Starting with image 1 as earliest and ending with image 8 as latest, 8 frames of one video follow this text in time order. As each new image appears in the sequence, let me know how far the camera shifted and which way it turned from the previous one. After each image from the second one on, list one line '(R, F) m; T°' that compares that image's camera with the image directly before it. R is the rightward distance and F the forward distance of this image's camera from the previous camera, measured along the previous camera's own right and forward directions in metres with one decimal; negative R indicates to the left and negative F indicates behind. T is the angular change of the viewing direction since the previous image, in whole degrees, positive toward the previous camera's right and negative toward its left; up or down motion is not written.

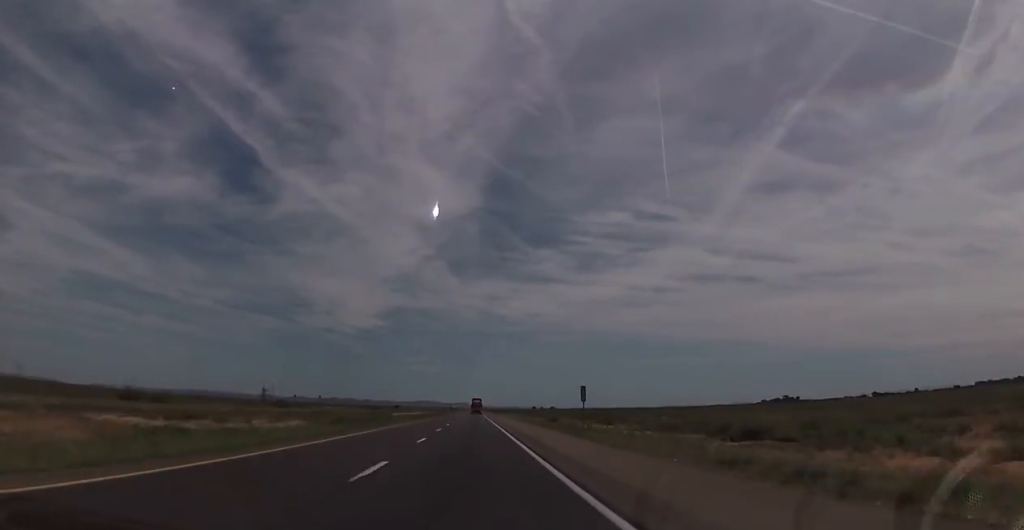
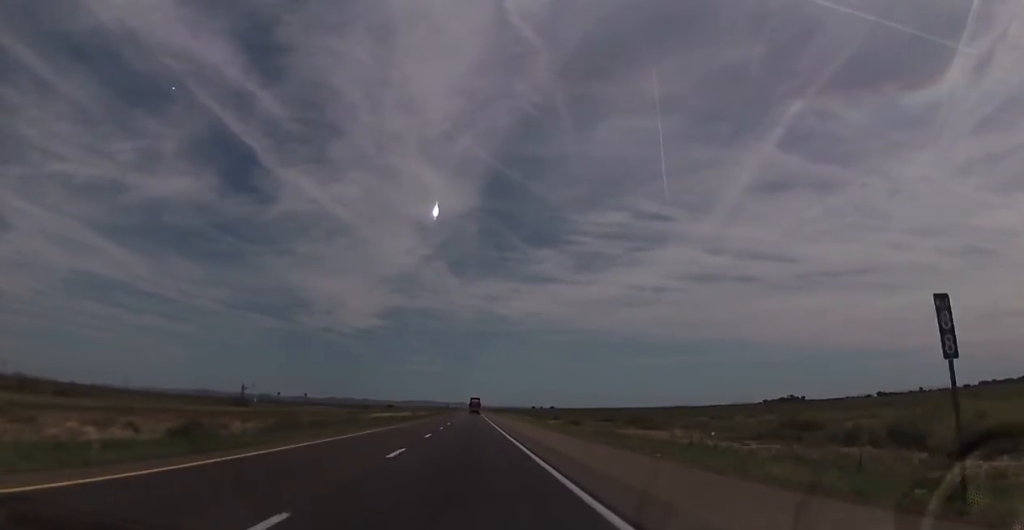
(-0.1, +32.2) m; -1°
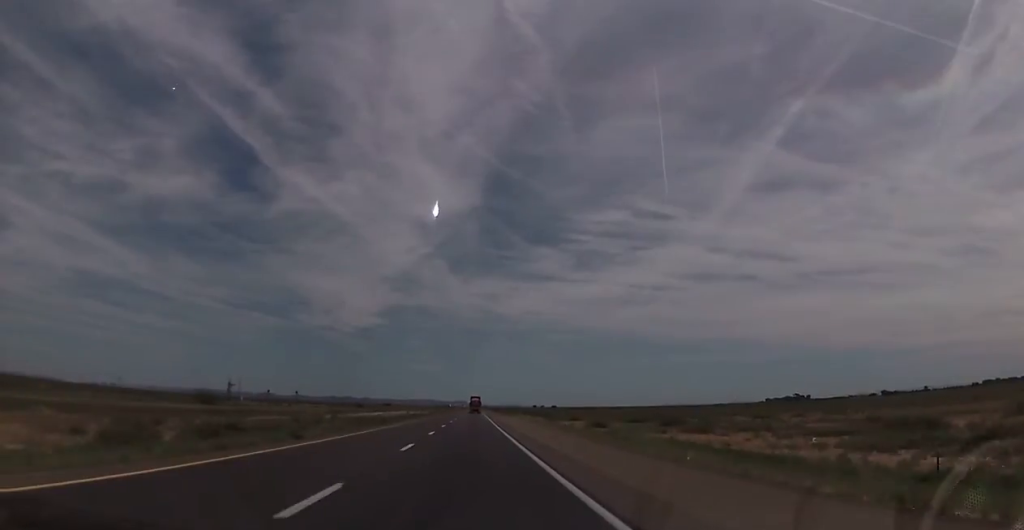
(-0.2, +21.5) m; -1°
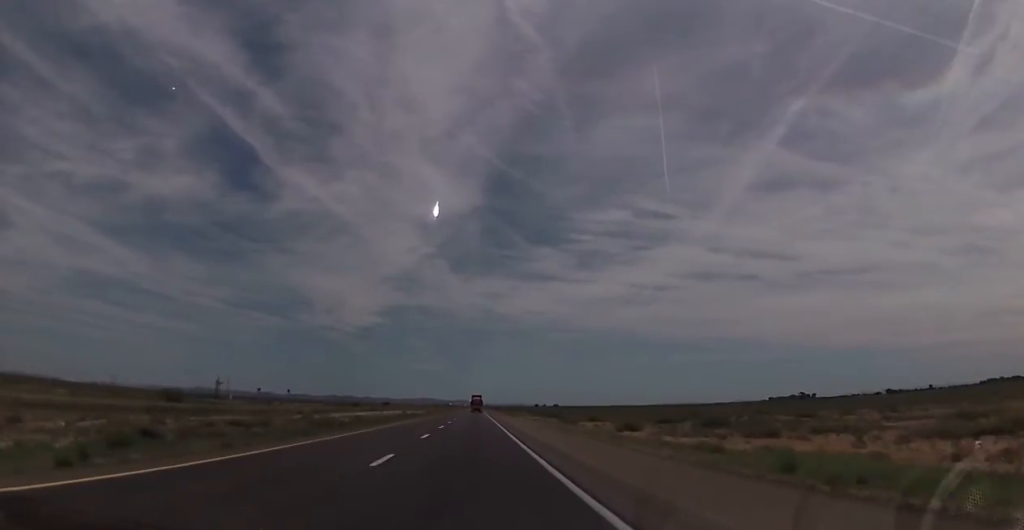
(0.0, +17.9) m; 0°
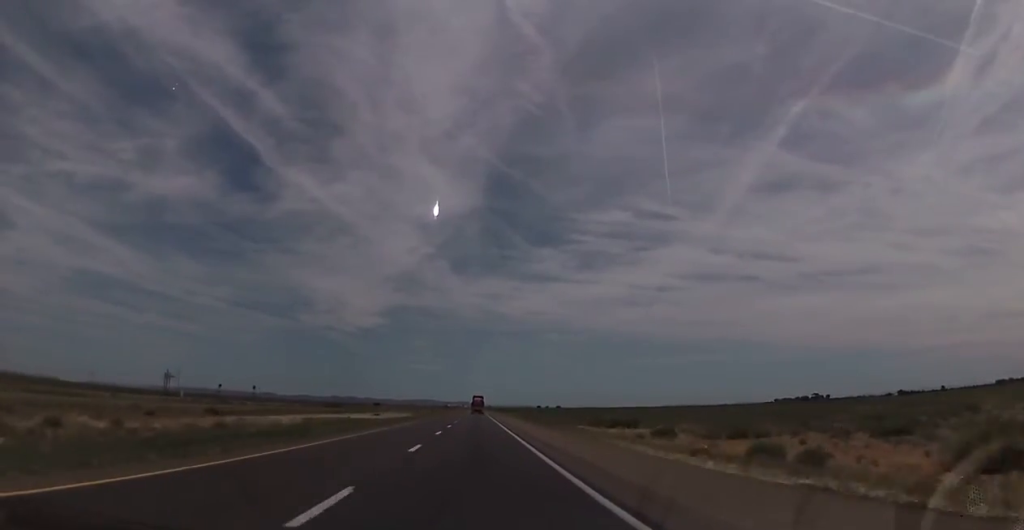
(+0.2, +56.4) m; +1°
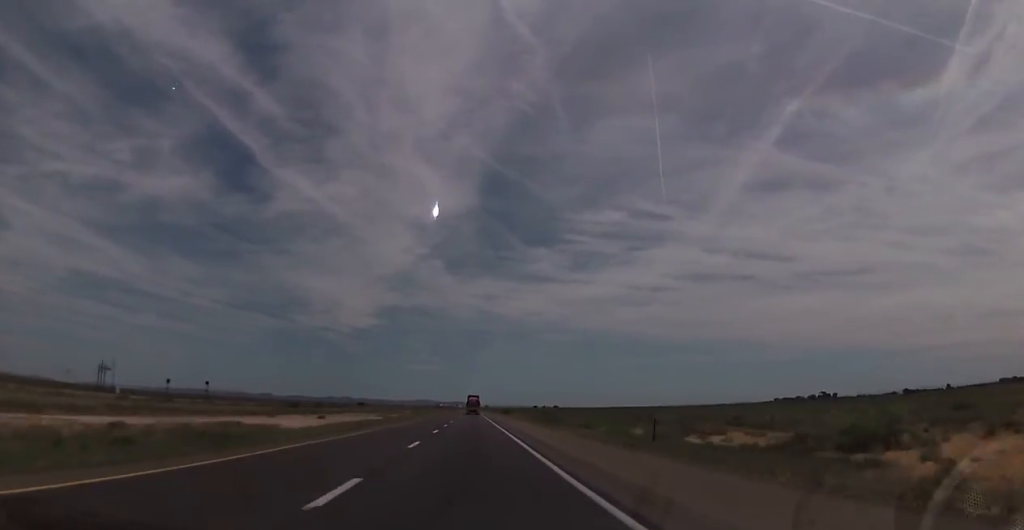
(+0.2, +48.2) m; 0°
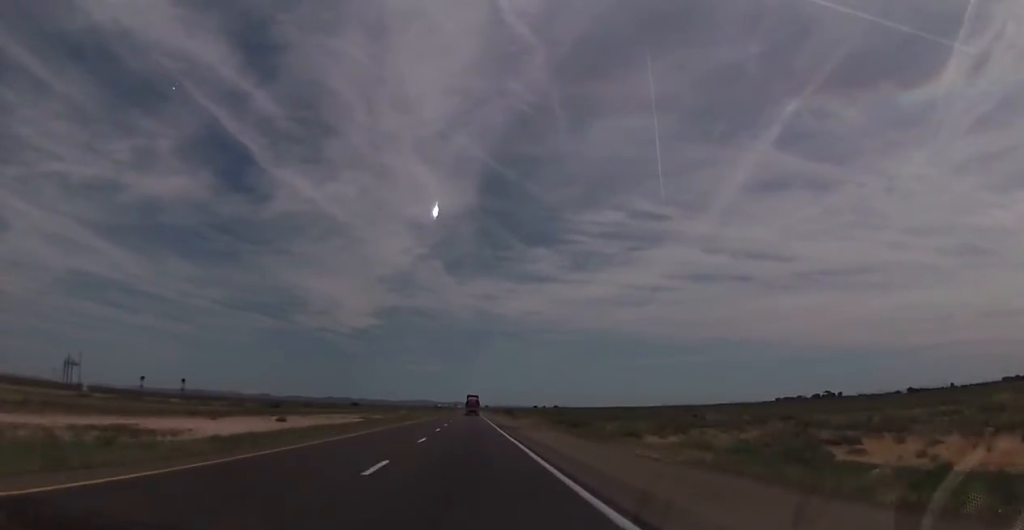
(-0.2, +20.5) m; 0°
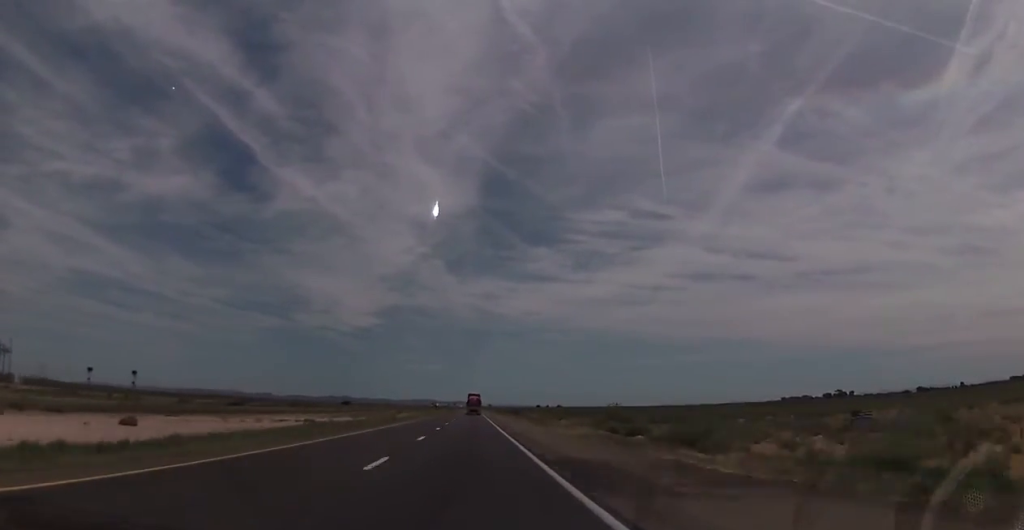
(+0.4, +36.1) m; 0°
